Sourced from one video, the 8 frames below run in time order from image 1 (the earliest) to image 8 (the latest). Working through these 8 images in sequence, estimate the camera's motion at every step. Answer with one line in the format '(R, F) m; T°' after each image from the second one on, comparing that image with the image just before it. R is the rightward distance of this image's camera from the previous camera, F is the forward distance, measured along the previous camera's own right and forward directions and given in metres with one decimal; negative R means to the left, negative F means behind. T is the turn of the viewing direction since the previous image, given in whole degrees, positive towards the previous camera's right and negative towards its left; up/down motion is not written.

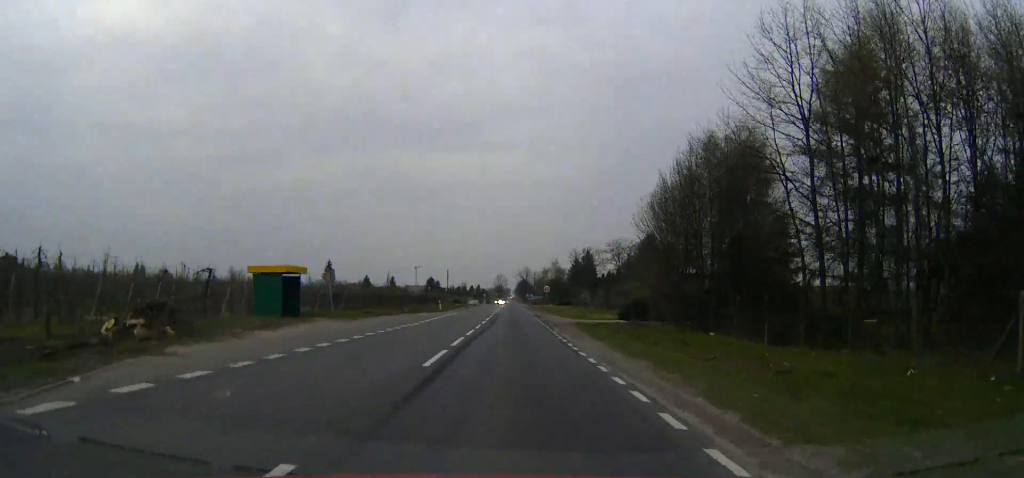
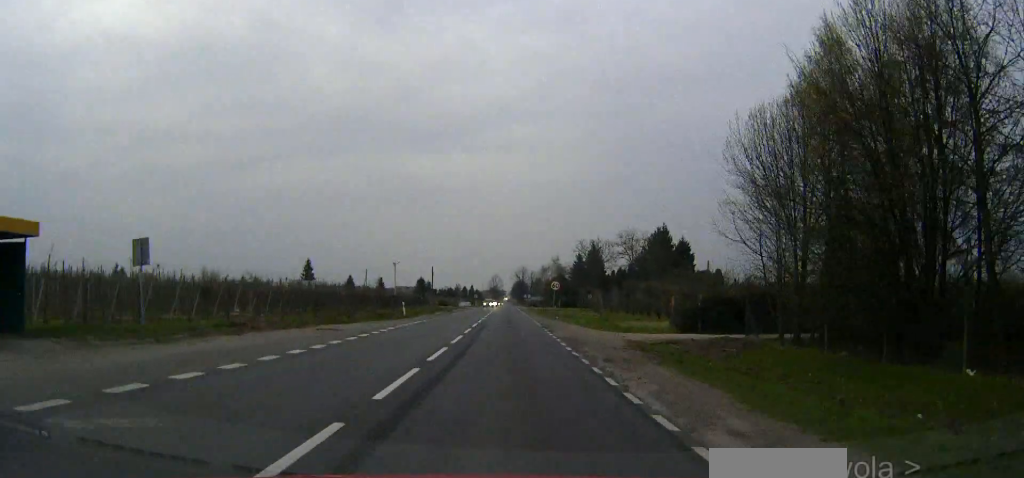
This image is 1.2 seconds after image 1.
(+0.1, +22.1) m; 0°
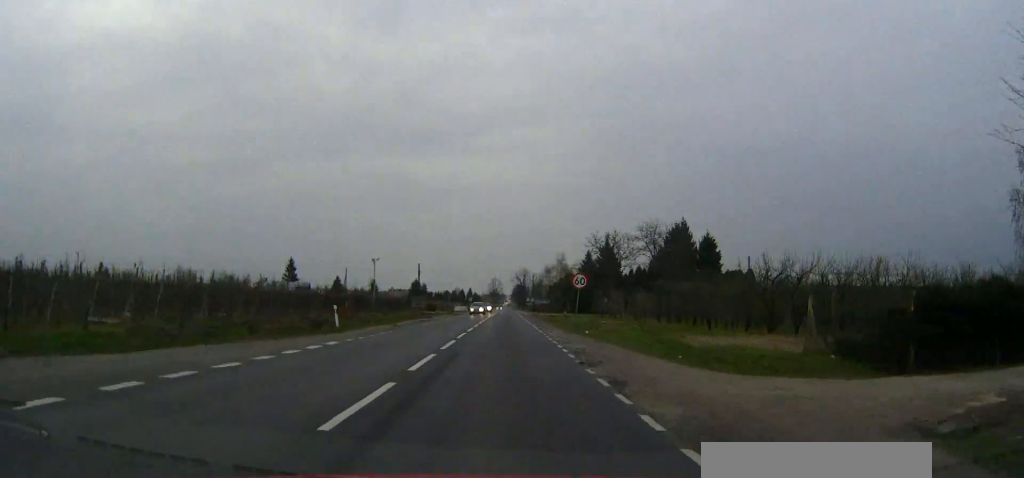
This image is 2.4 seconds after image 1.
(0.0, +20.1) m; 0°
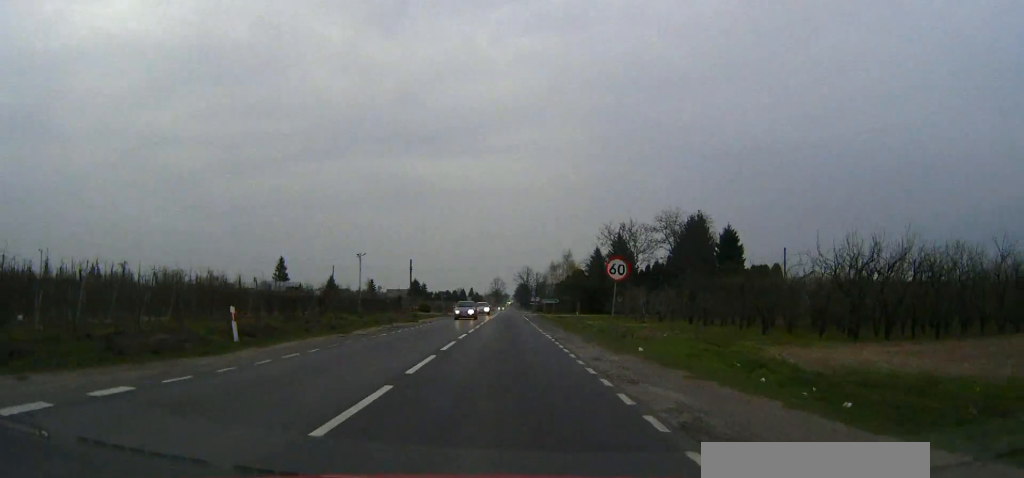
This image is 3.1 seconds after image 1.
(0.0, +12.3) m; 0°
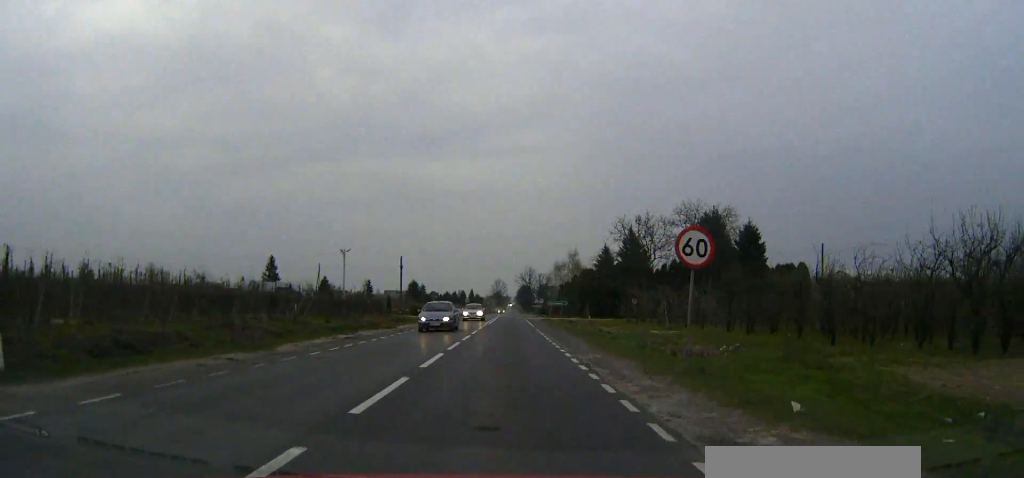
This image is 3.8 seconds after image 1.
(0.0, +10.4) m; 0°
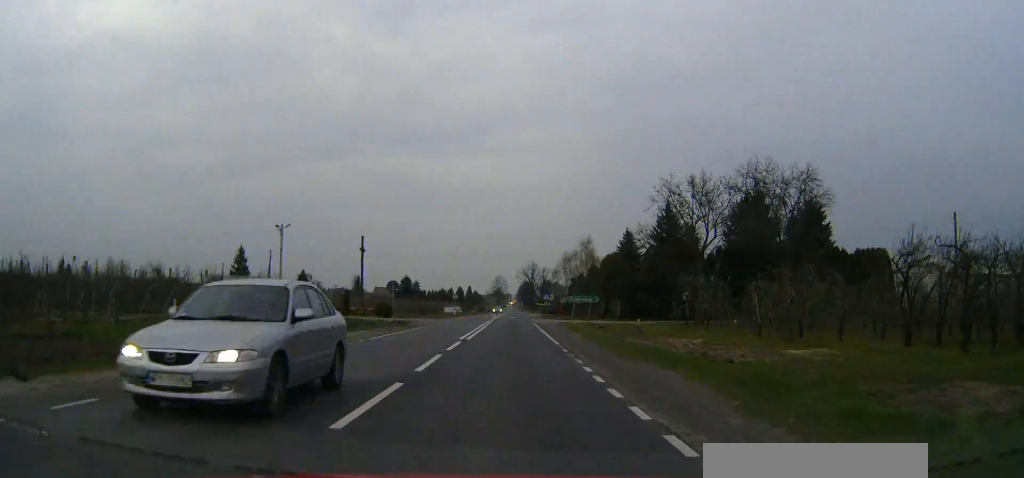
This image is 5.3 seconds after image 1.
(0.0, +24.8) m; 0°
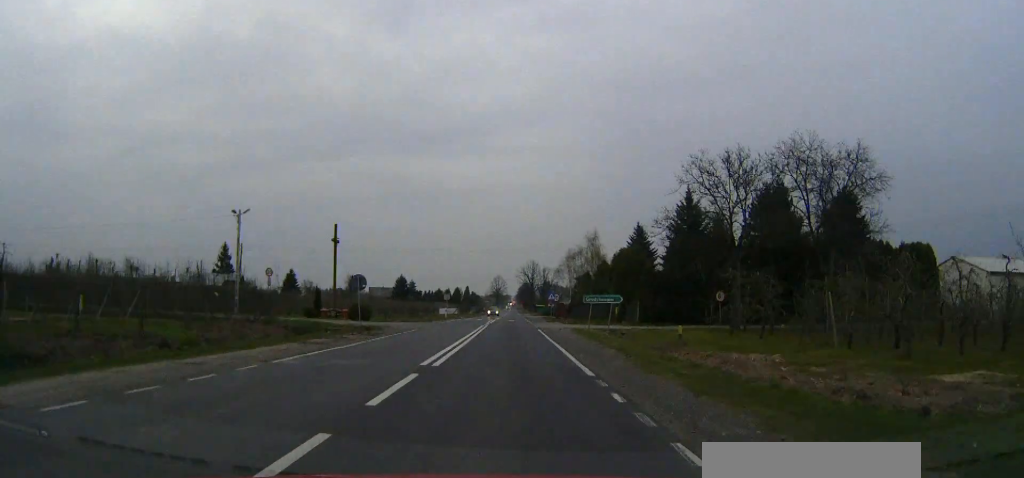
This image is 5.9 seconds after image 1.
(0.0, +10.3) m; 0°
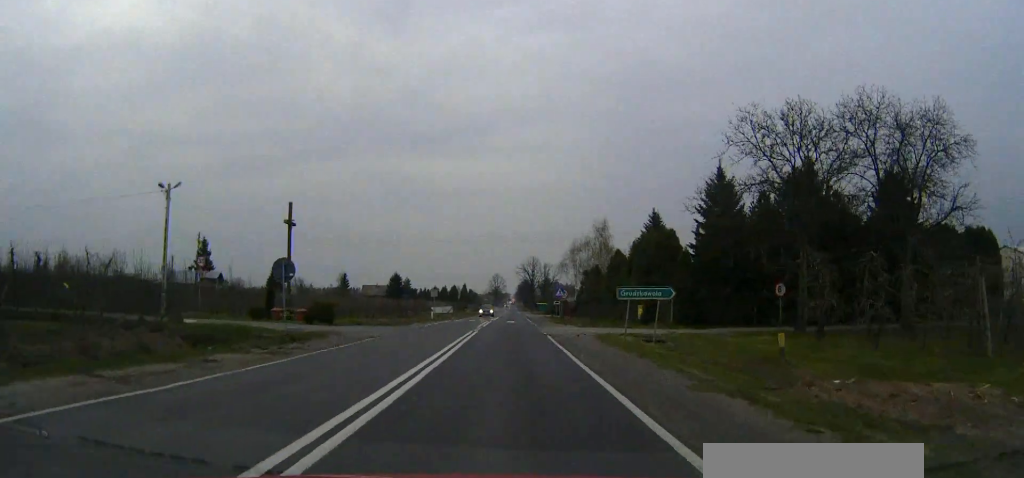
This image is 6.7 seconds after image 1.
(0.0, +11.9) m; 0°
